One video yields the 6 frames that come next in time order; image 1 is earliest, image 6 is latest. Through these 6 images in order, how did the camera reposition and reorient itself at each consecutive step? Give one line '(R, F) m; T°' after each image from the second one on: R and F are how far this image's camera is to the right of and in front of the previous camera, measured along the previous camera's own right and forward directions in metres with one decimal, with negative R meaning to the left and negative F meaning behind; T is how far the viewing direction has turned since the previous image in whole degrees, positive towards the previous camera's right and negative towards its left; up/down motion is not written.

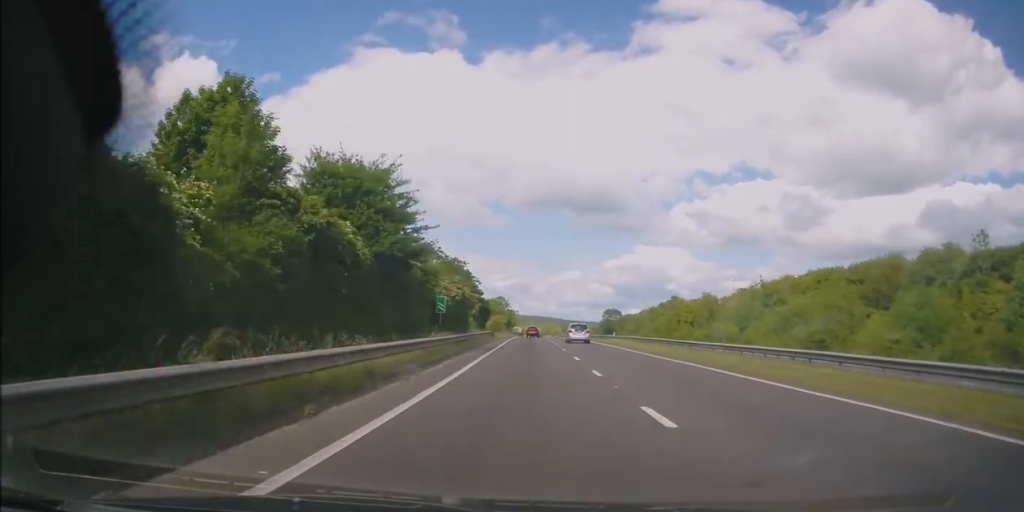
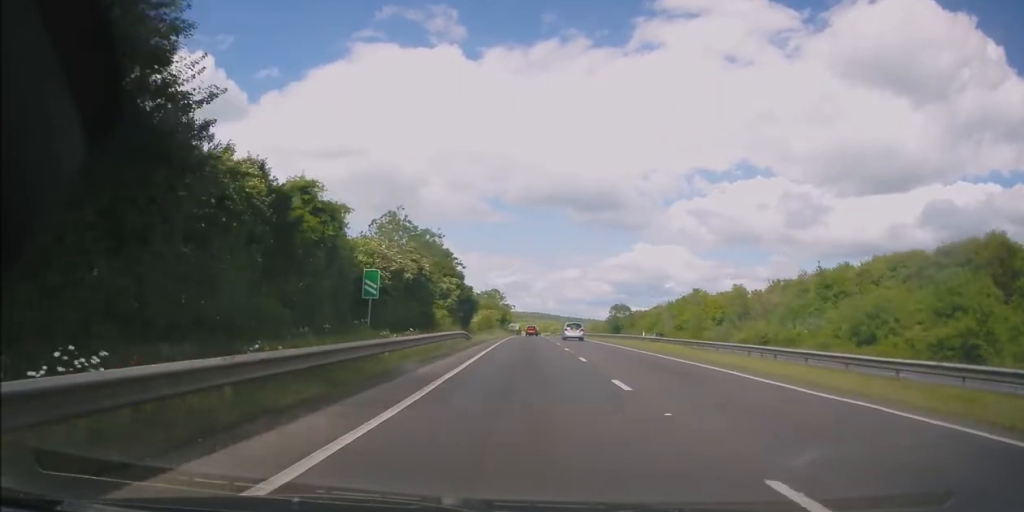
(+0.2, +20.6) m; 0°
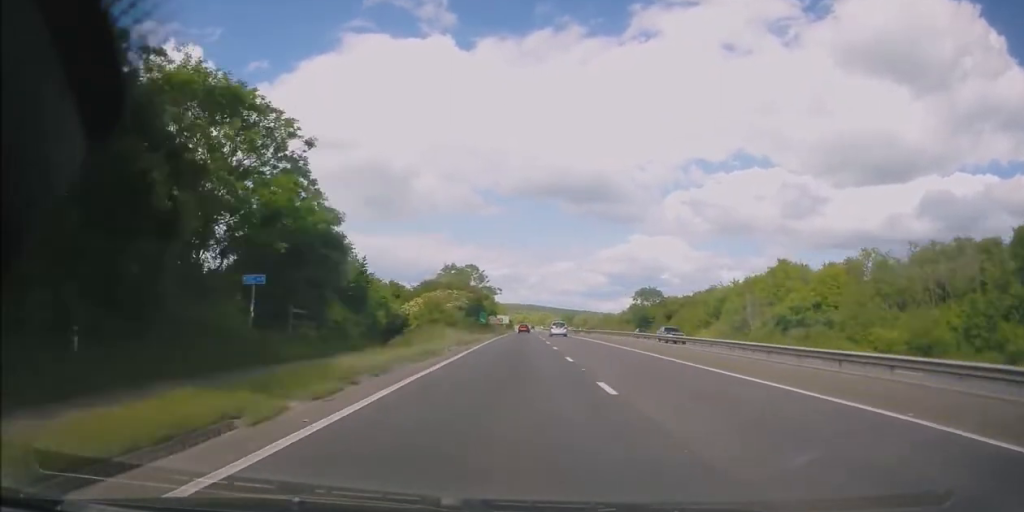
(-0.1, +47.2) m; 0°
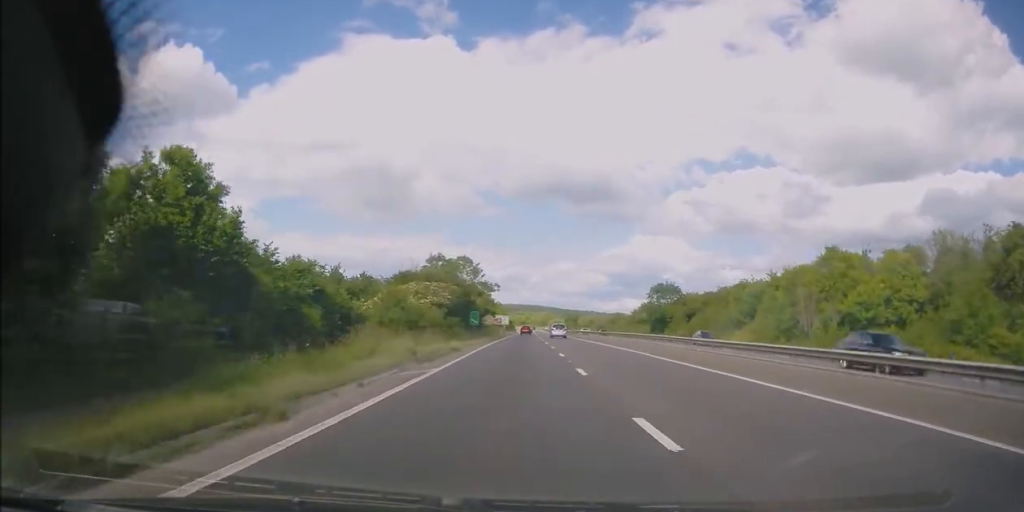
(-0.1, +13.7) m; 0°
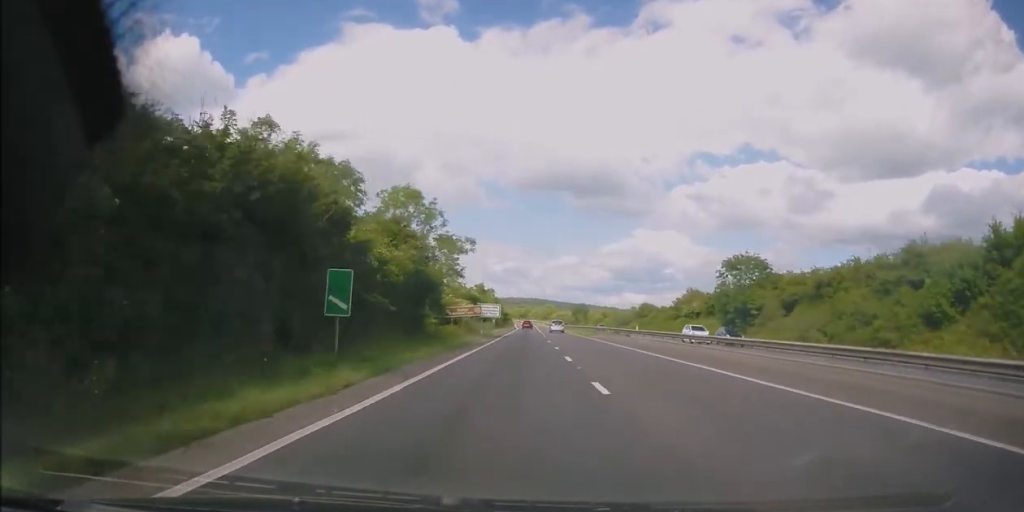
(+0.1, +40.8) m; 0°
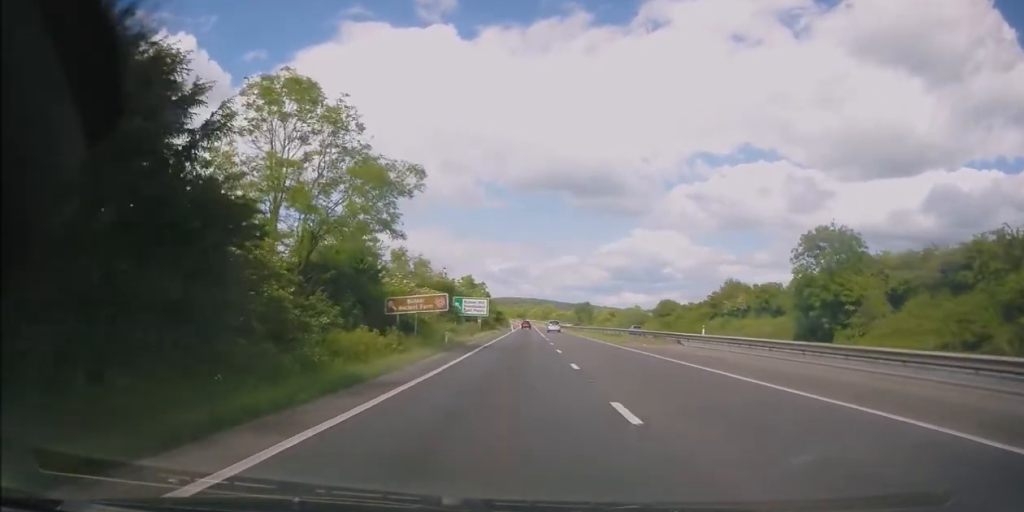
(0.0, +21.3) m; 0°
